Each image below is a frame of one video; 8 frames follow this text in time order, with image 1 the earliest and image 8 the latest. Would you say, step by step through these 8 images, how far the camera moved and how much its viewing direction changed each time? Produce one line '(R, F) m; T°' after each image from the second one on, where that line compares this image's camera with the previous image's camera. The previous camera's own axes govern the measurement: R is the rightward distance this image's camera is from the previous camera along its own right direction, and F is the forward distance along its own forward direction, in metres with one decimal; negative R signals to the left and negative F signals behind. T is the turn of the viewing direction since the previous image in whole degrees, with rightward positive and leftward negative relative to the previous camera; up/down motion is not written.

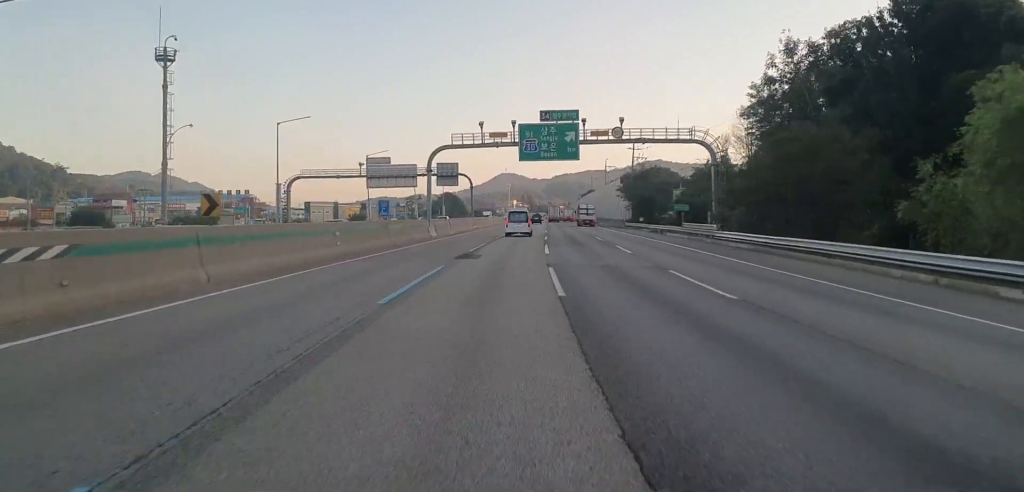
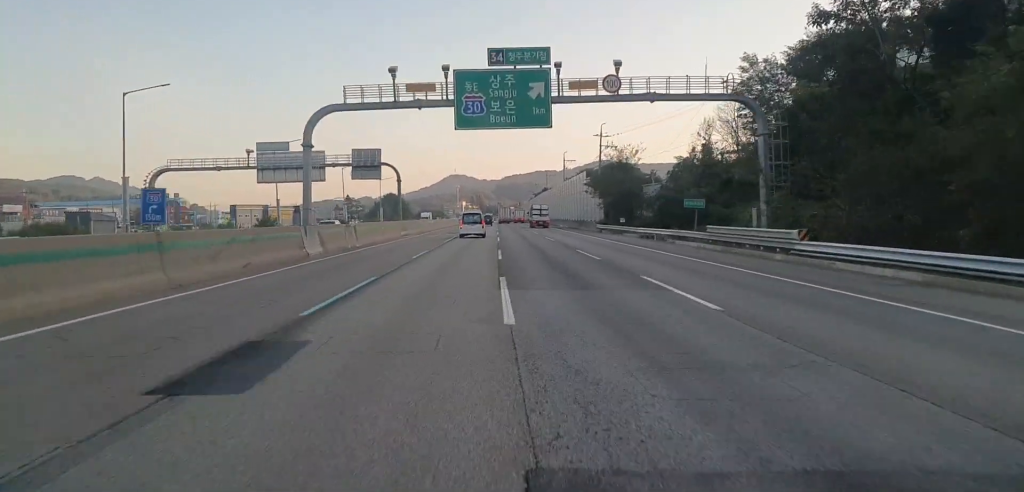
(+0.2, +22.1) m; +2°
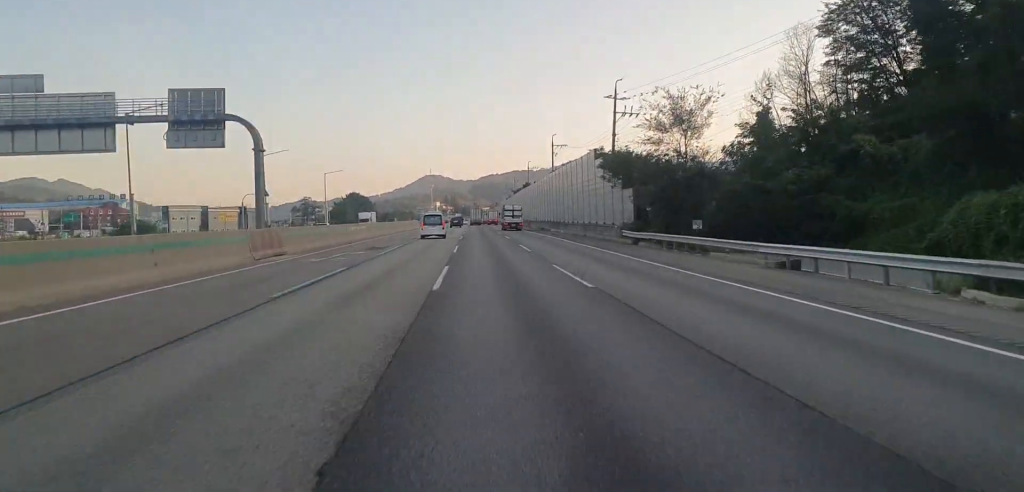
(+1.0, +34.2) m; +2°
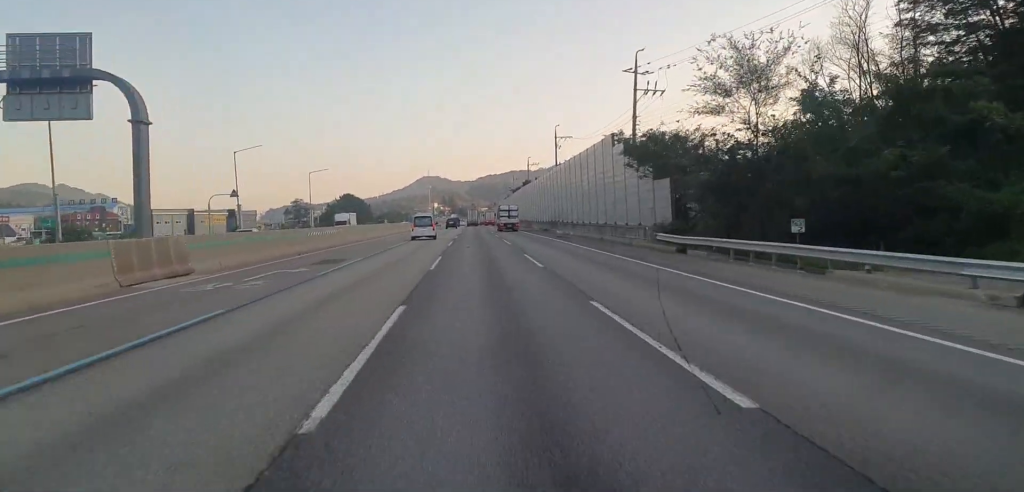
(0.0, +12.0) m; 0°
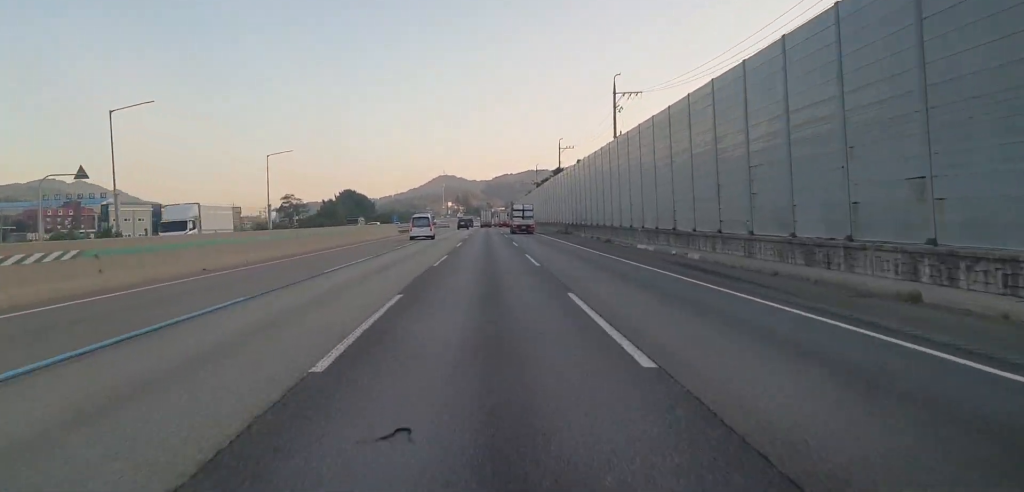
(-0.3, +38.8) m; -2°
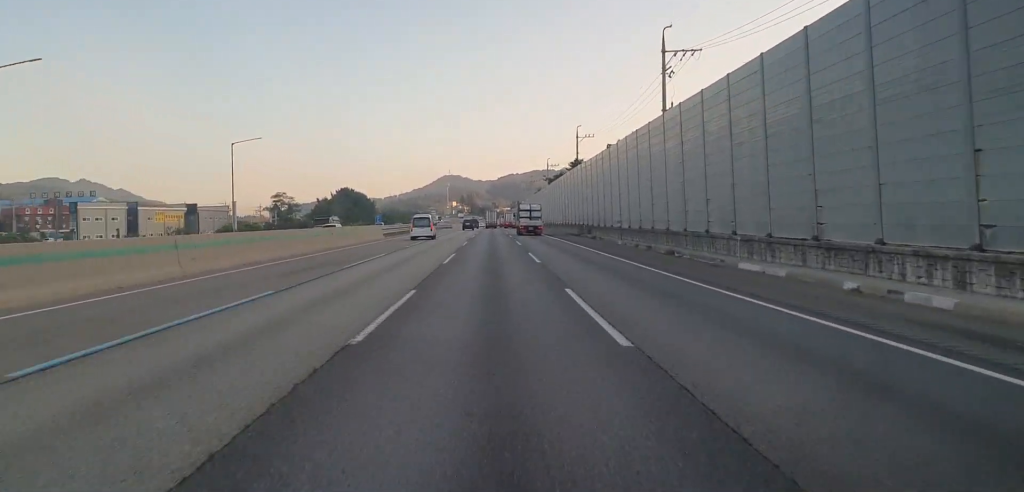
(-0.5, +17.5) m; 0°
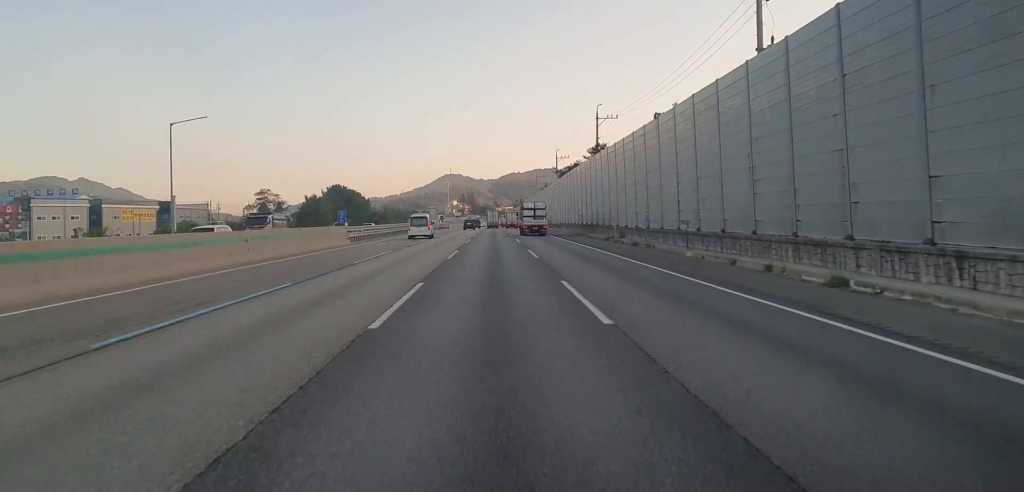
(+0.1, +18.3) m; 0°
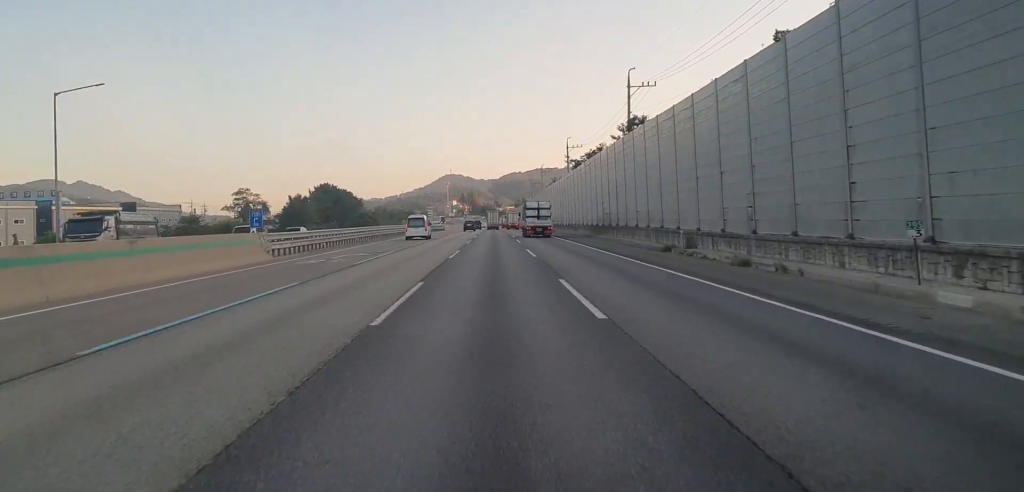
(+0.2, +19.9) m; 0°
